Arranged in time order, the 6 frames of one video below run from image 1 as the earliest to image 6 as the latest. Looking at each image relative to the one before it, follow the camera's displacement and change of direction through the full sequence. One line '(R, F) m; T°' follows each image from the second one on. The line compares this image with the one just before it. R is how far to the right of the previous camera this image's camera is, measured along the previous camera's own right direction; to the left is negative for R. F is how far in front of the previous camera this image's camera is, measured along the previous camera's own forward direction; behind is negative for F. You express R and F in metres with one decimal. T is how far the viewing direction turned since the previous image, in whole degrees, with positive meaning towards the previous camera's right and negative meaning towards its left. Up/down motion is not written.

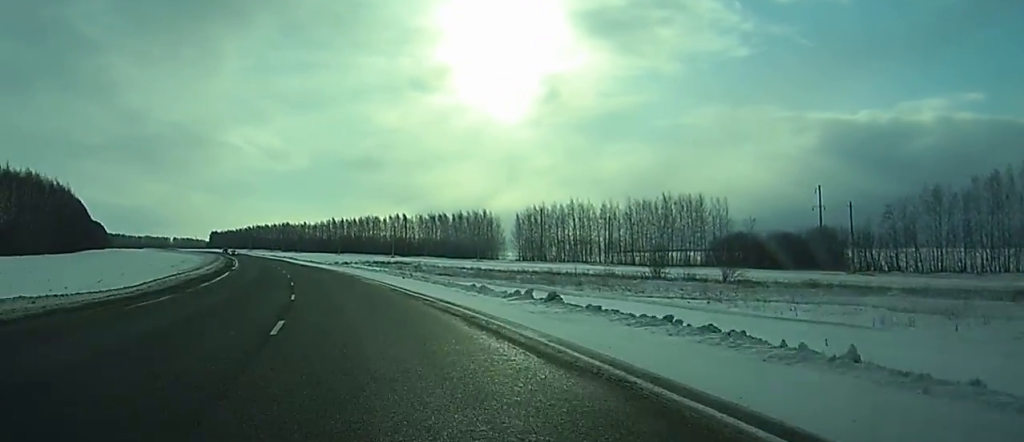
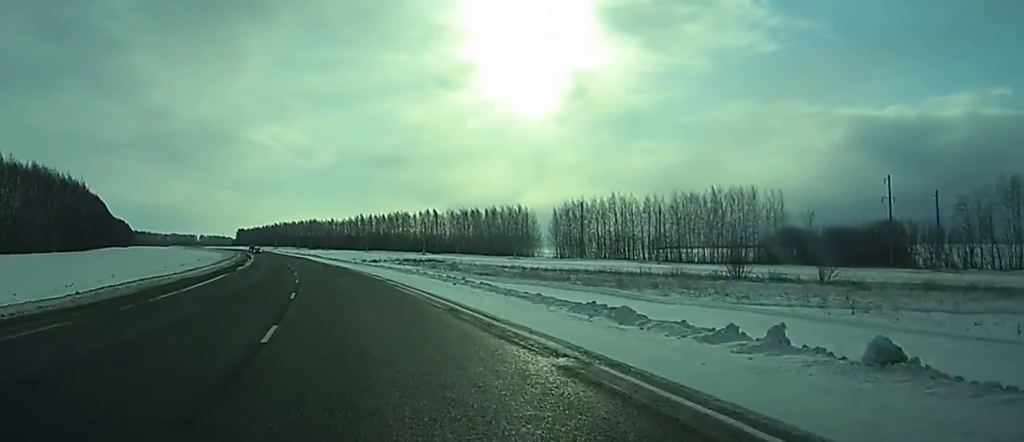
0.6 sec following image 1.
(-0.2, +12.9) m; -2°
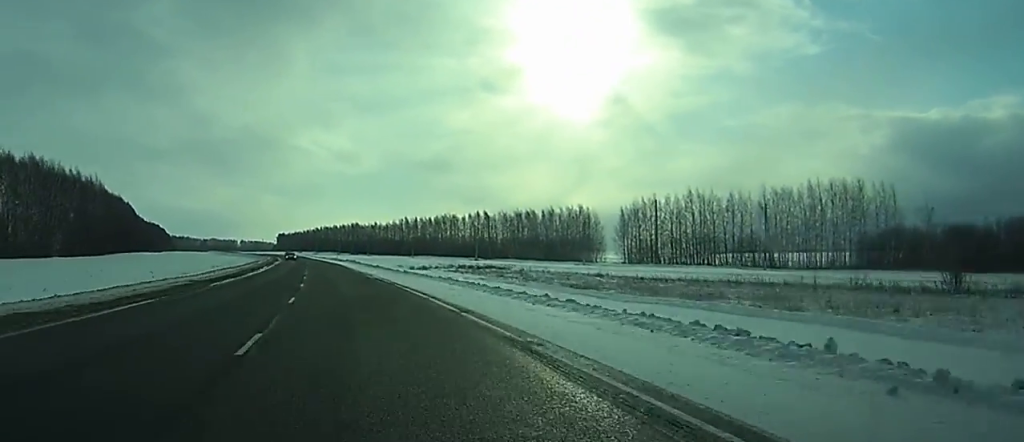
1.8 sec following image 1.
(-0.8, +25.2) m; -3°
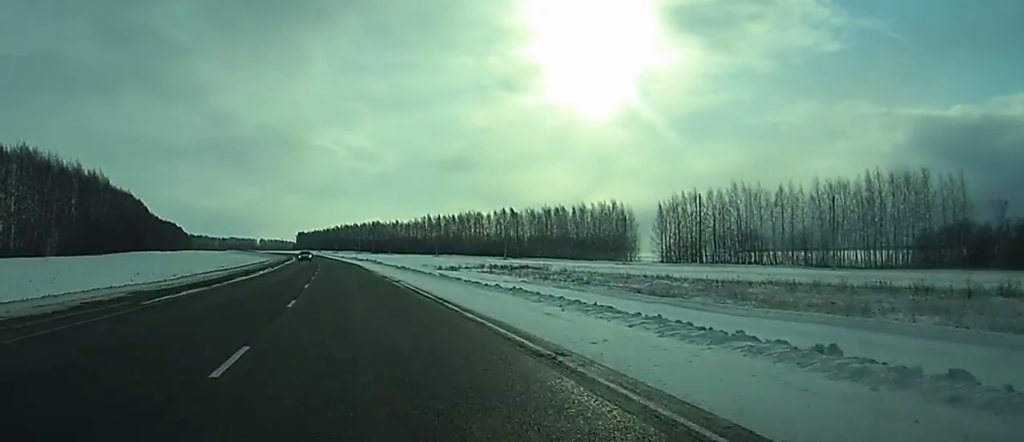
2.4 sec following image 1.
(-0.2, +13.7) m; -1°
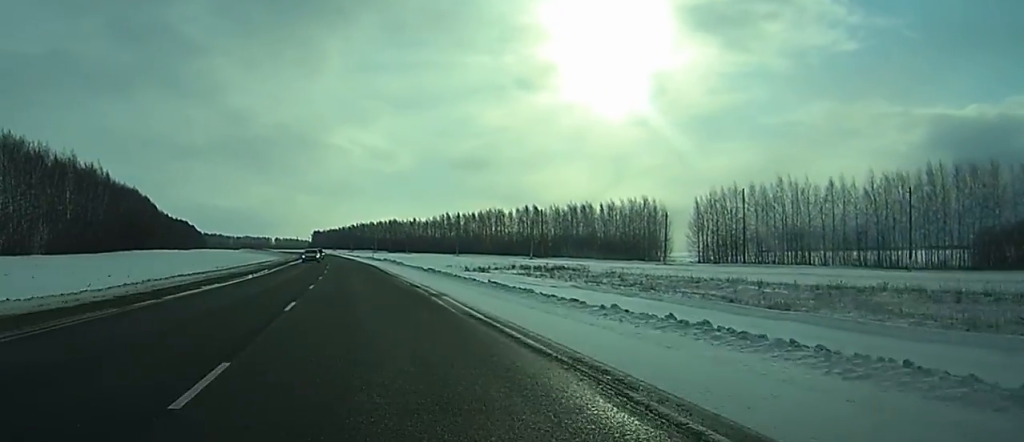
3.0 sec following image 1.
(-0.2, +13.7) m; -1°
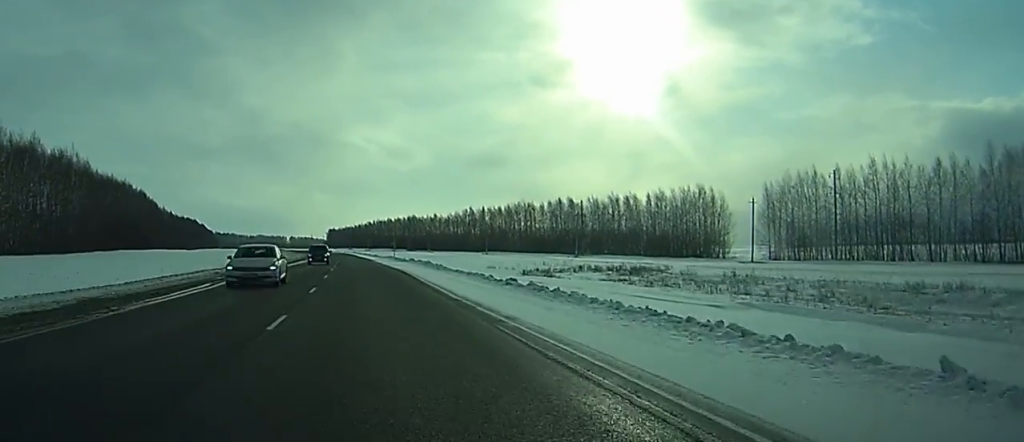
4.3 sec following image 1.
(-0.6, +28.1) m; -2°
